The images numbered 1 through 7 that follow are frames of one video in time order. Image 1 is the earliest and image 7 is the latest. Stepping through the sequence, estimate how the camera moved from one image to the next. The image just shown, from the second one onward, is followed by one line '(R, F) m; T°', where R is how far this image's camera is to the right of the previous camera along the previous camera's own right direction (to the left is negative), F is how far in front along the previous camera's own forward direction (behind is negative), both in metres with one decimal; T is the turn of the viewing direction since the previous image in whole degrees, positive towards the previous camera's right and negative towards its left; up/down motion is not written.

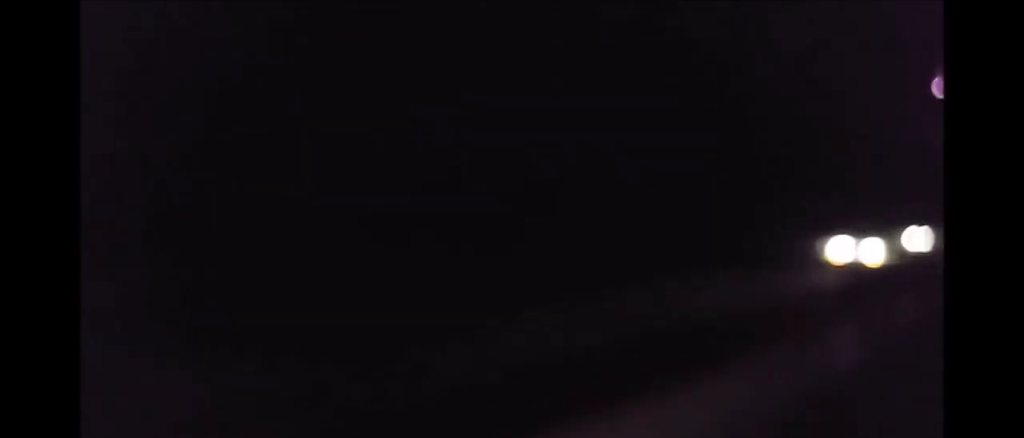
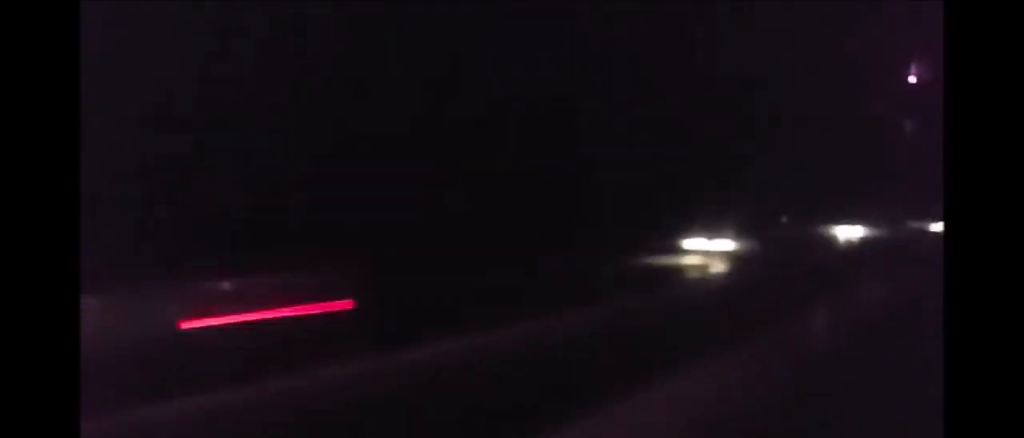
(-0.1, +21.1) m; 0°
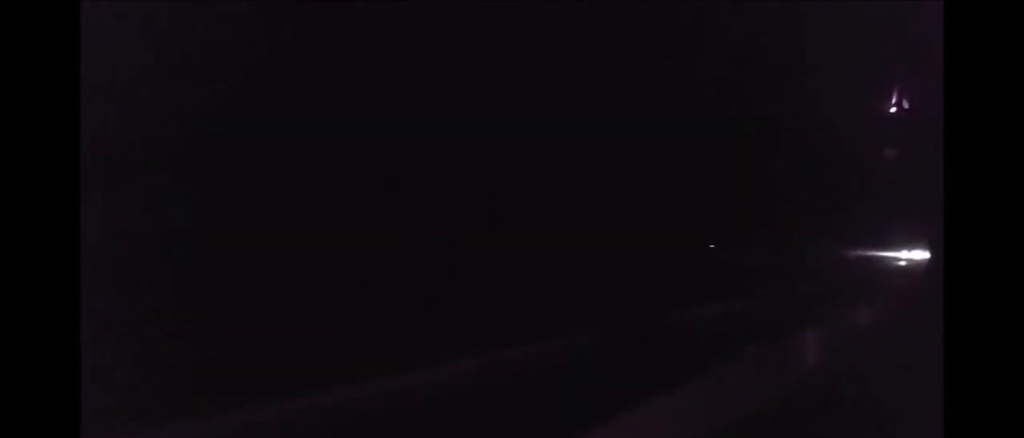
(-0.7, +64.7) m; -1°
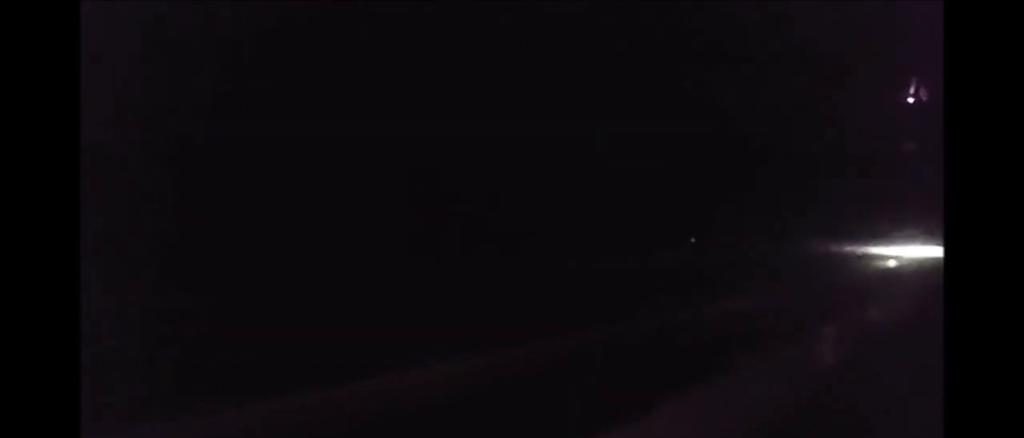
(+0.2, +19.1) m; 0°
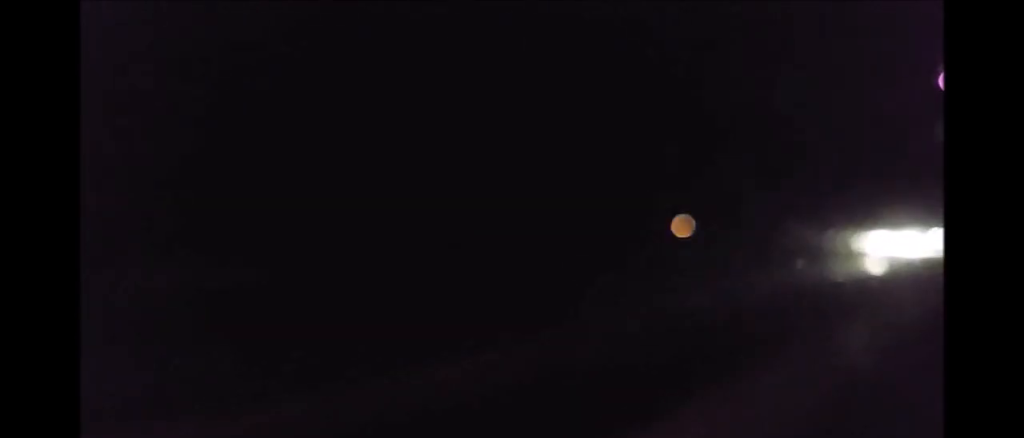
(+0.1, +16.9) m; 0°
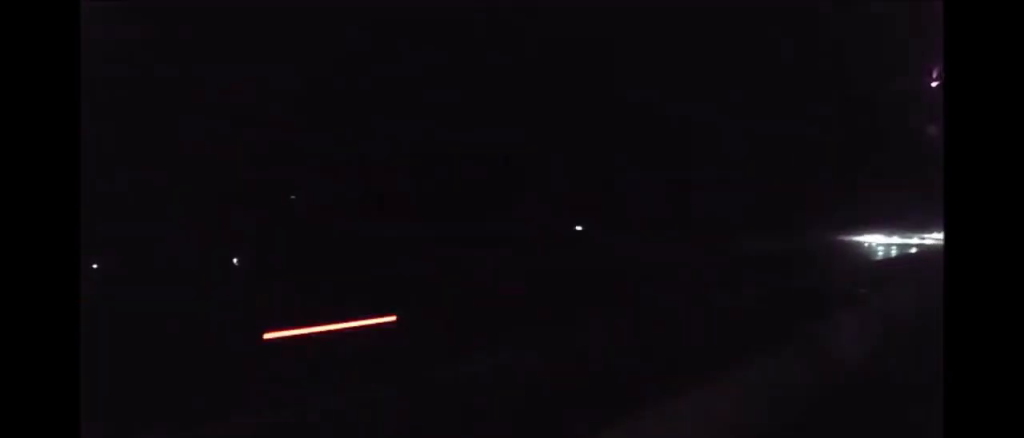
(-0.2, +34.9) m; 0°
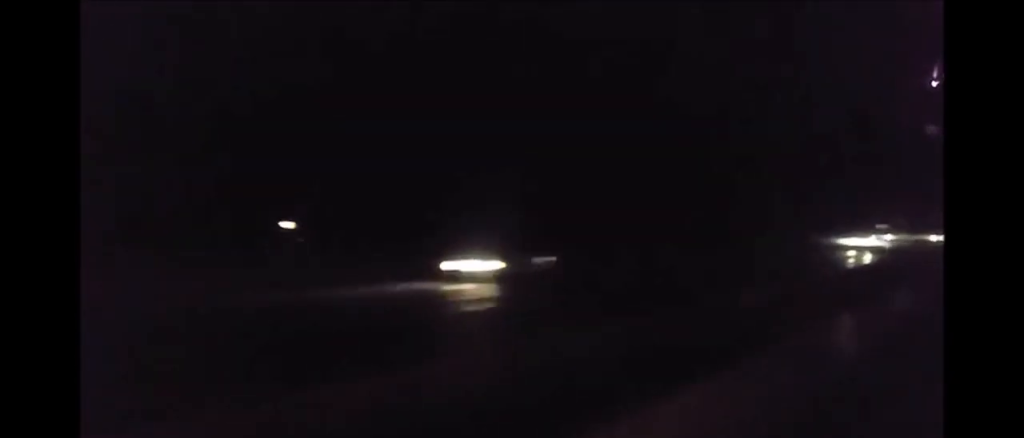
(+0.5, +49.2) m; +1°
